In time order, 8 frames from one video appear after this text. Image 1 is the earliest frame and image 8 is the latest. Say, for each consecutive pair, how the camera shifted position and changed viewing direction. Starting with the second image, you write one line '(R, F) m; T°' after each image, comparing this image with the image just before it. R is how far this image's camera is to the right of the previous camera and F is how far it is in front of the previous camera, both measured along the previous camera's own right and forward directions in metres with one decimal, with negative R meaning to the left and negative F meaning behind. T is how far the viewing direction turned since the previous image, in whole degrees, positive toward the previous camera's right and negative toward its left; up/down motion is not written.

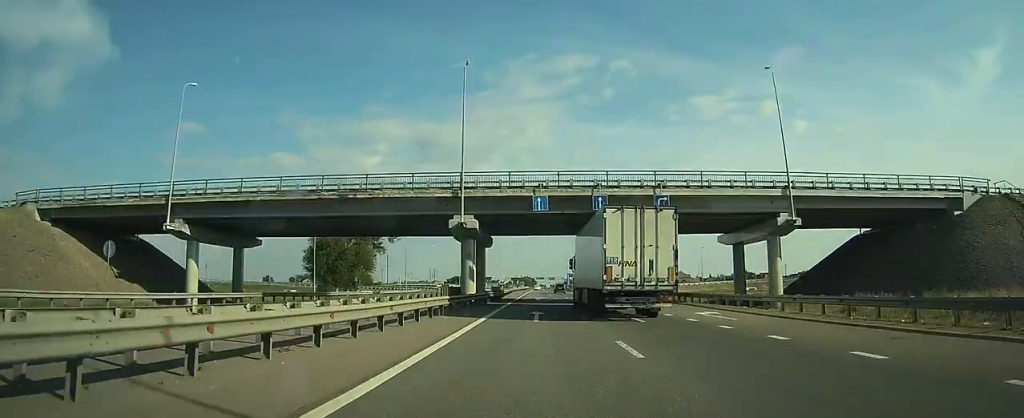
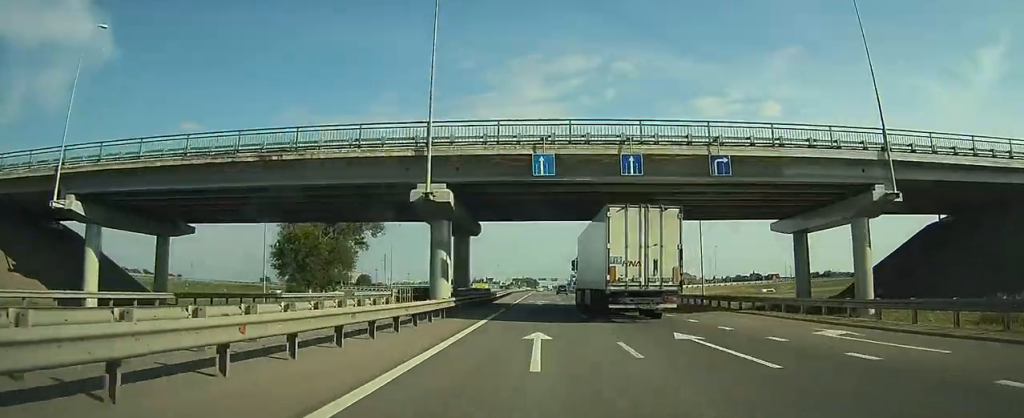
(-1.1, +11.8) m; -2°
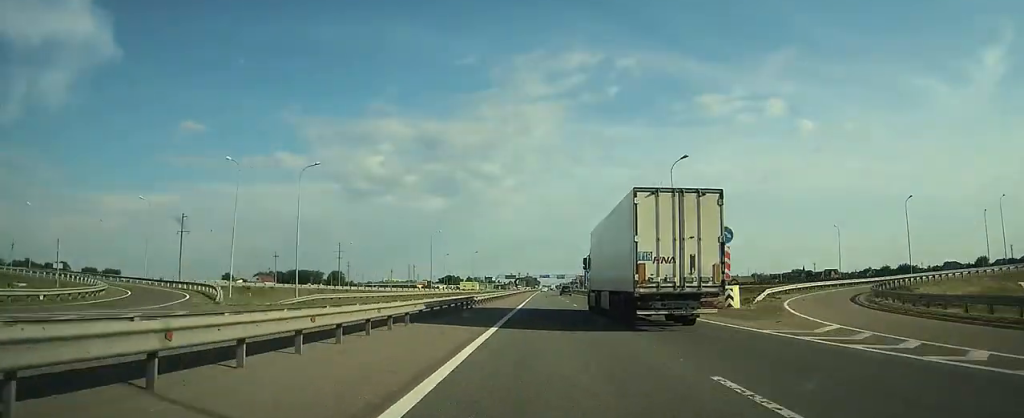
(+5.7, +89.6) m; +3°
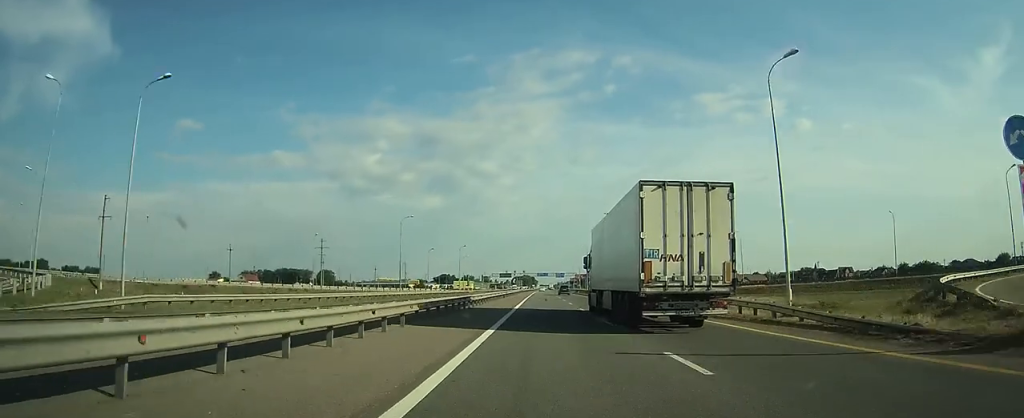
(-0.1, +20.6) m; 0°
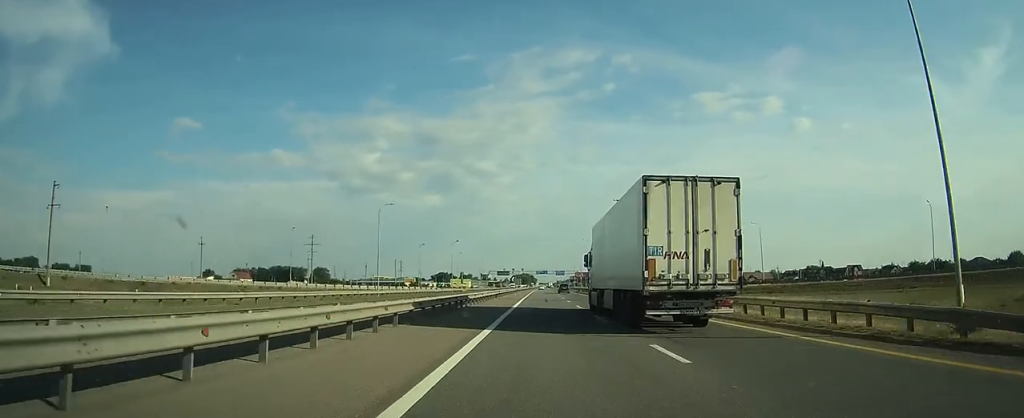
(0.0, +10.7) m; 0°
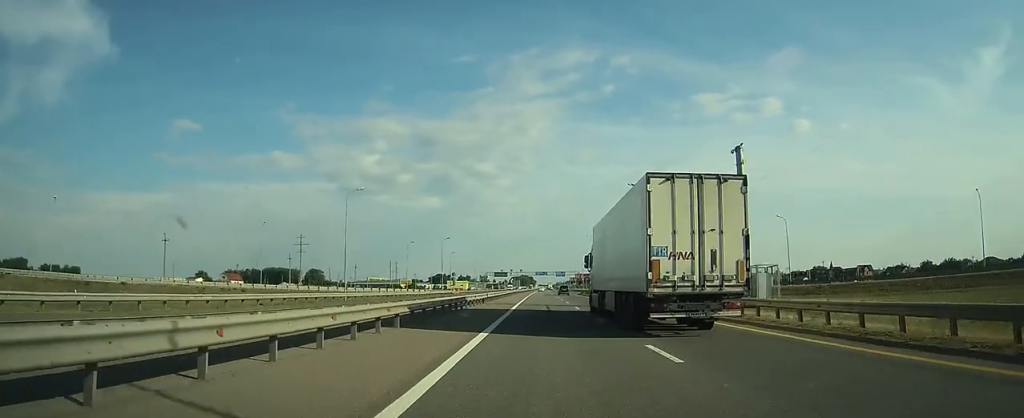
(0.0, +11.6) m; 0°
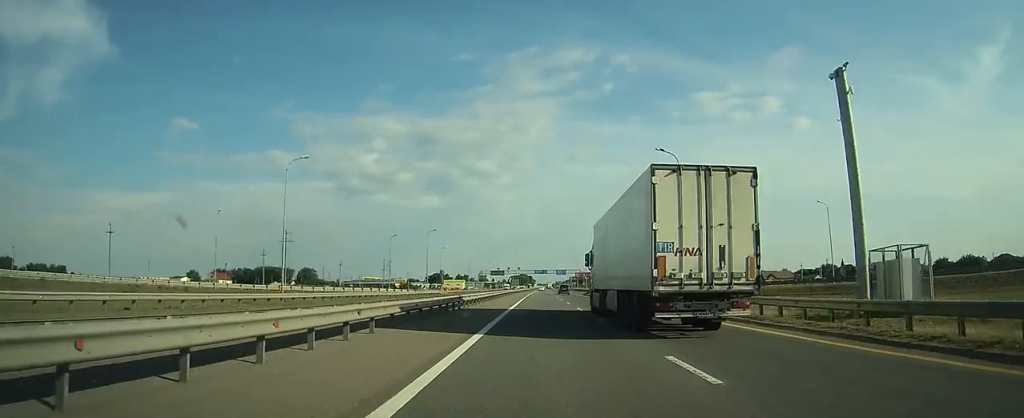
(0.0, +14.2) m; 0°
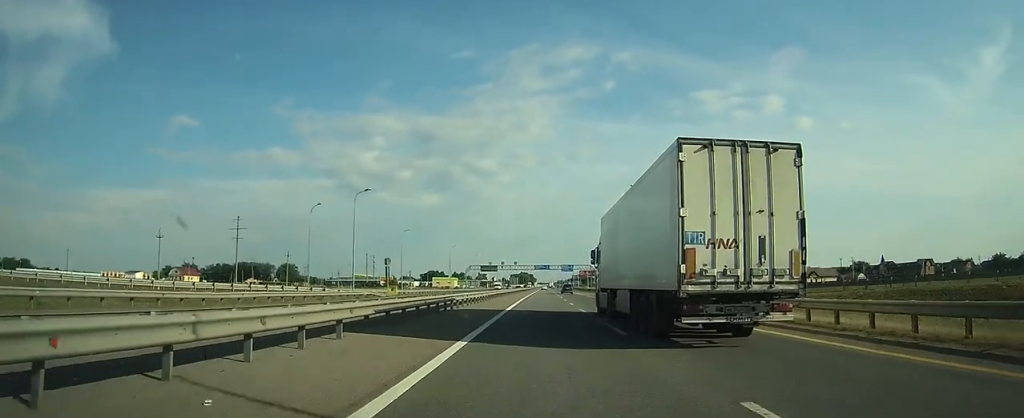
(+0.1, +39.8) m; 0°
